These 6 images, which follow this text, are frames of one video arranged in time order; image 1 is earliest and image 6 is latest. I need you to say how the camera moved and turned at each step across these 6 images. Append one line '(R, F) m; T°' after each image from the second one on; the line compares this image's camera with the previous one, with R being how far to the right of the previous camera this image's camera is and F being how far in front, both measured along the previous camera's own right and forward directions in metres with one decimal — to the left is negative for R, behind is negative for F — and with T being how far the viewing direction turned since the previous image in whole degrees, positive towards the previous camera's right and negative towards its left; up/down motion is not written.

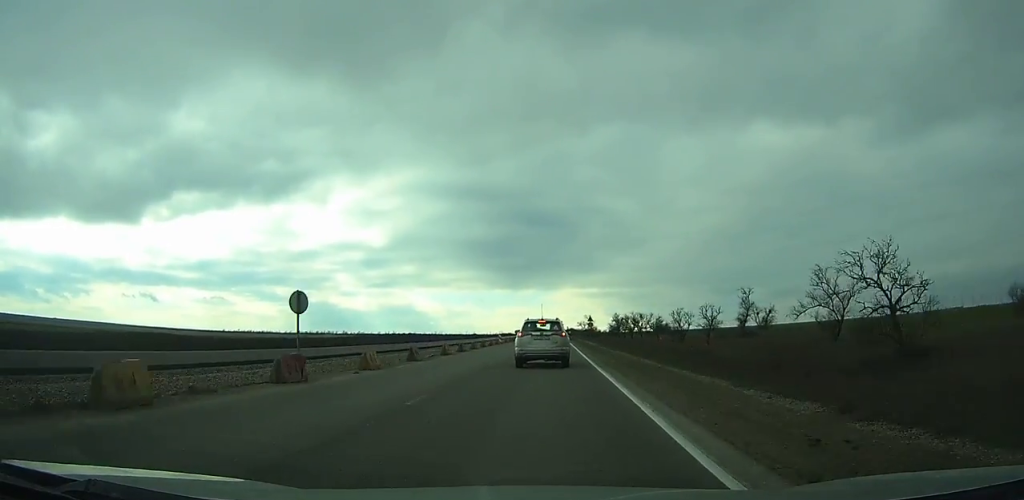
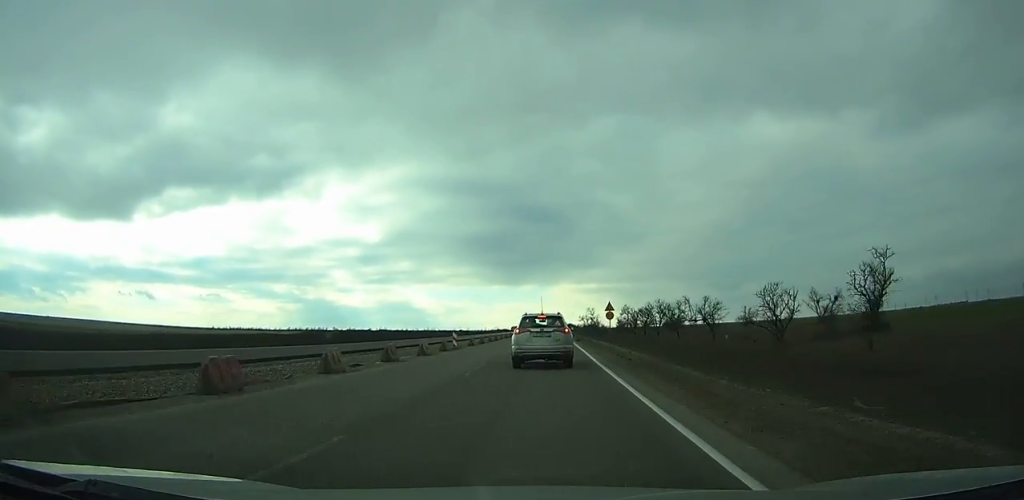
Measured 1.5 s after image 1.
(0.0, +27.3) m; 0°
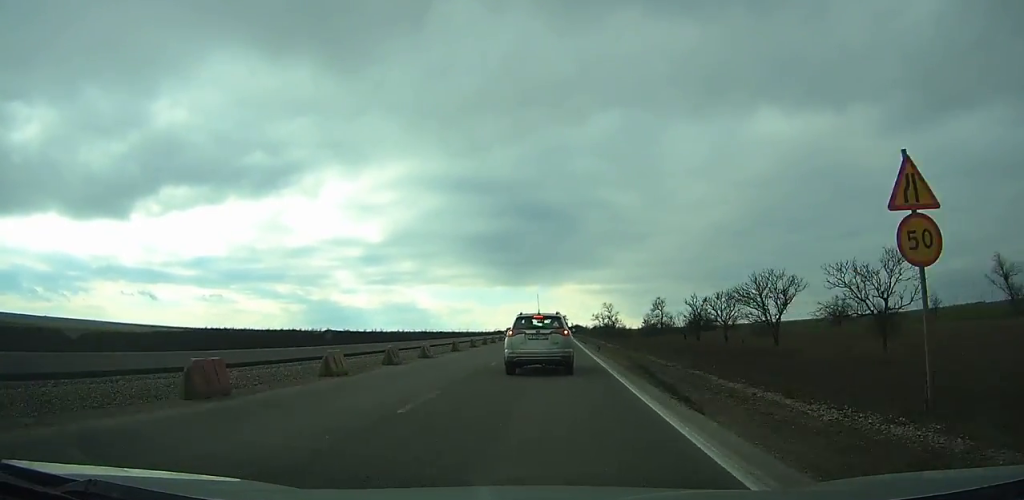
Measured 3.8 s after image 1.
(-0.1, +40.0) m; 0°
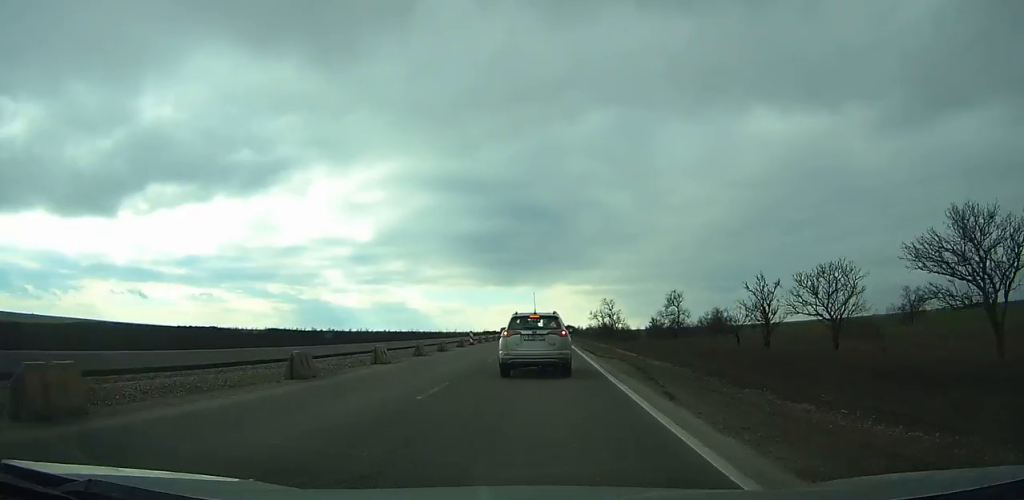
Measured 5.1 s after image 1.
(0.0, +21.1) m; 0°
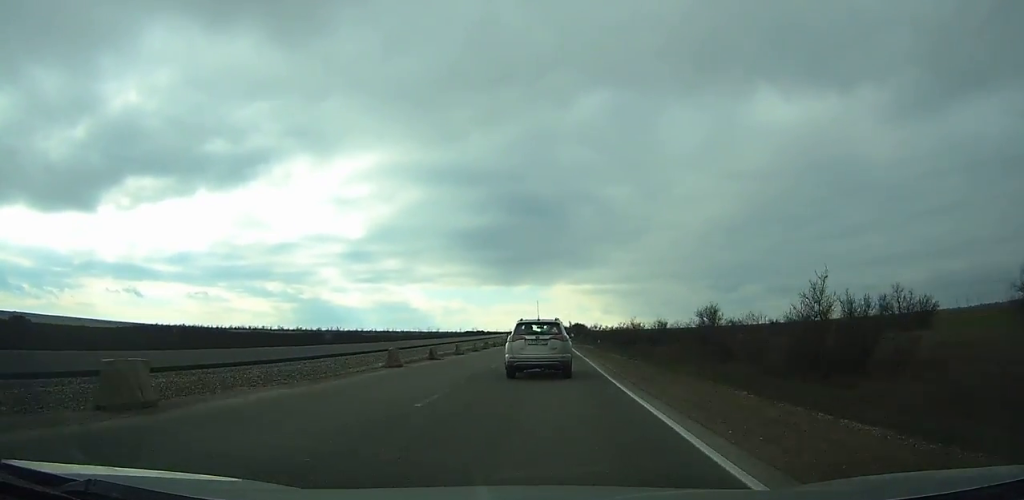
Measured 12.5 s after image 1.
(+0.8, +106.5) m; +1°
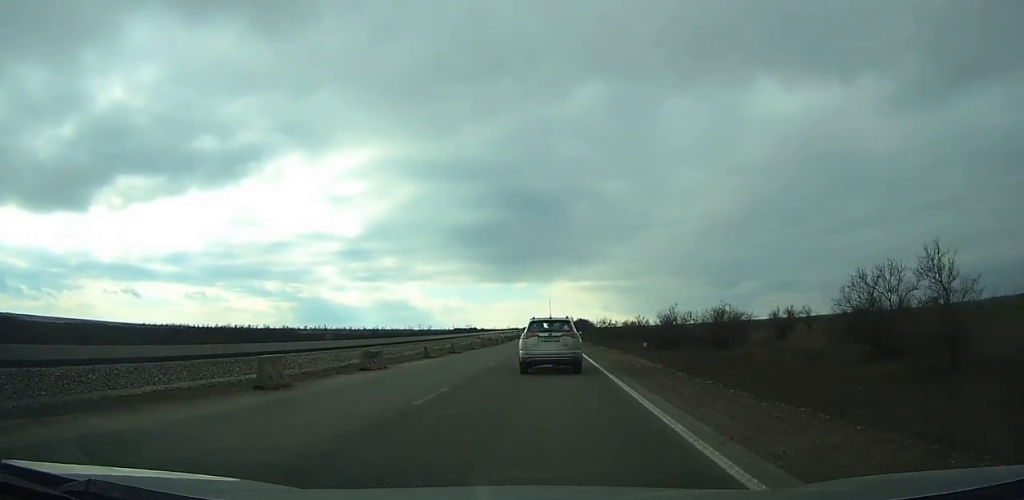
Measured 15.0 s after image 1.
(+0.2, +35.3) m; 0°
